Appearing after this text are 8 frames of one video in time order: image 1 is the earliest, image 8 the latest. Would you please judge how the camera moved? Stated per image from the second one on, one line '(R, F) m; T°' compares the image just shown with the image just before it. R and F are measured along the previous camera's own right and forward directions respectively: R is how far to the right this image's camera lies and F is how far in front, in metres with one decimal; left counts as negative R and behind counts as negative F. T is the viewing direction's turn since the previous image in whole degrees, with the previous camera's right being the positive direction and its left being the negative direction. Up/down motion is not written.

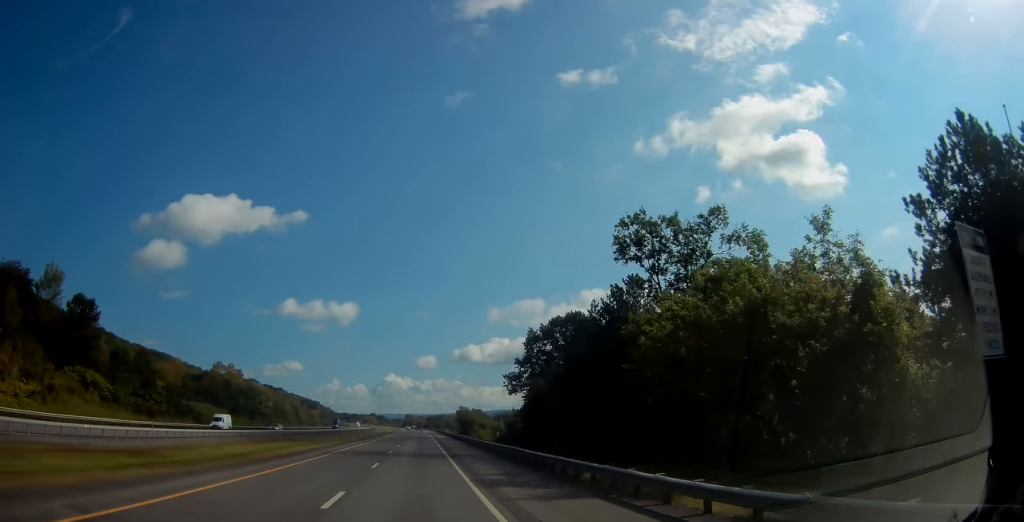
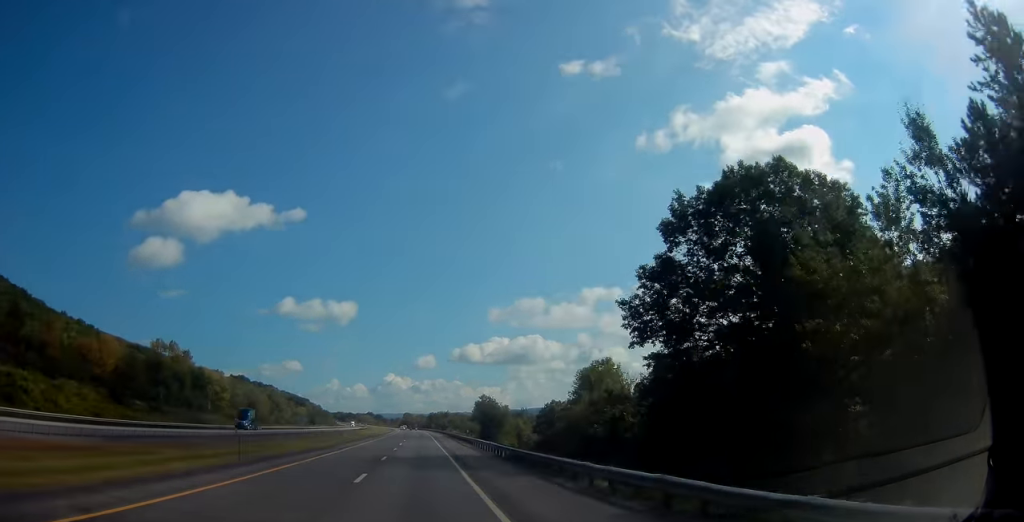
(+0.2, +55.2) m; 0°
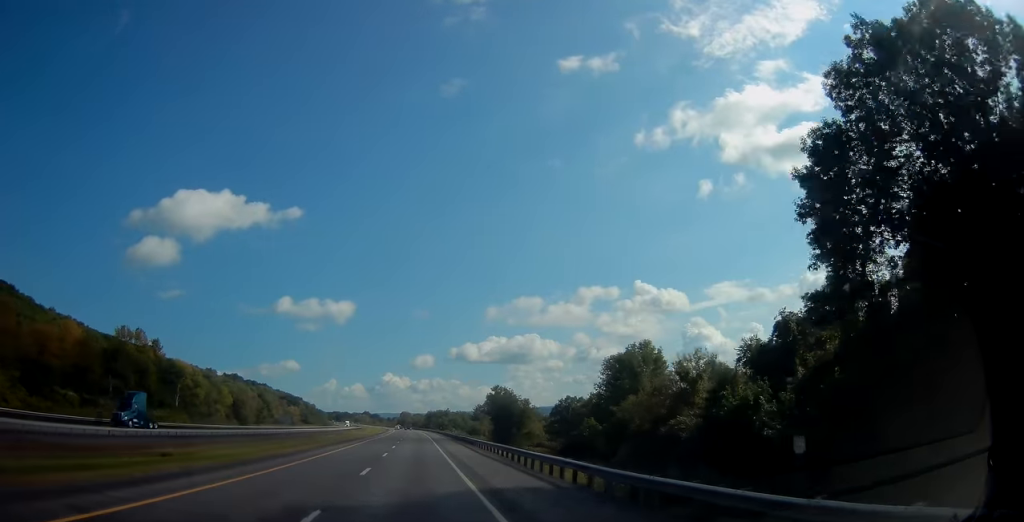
(0.0, +21.3) m; 0°
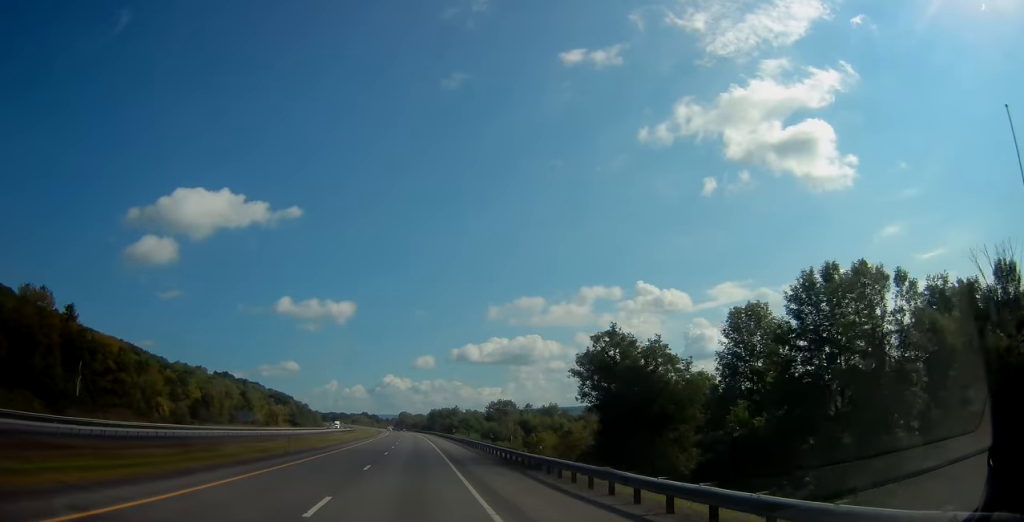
(+0.1, +46.4) m; 0°
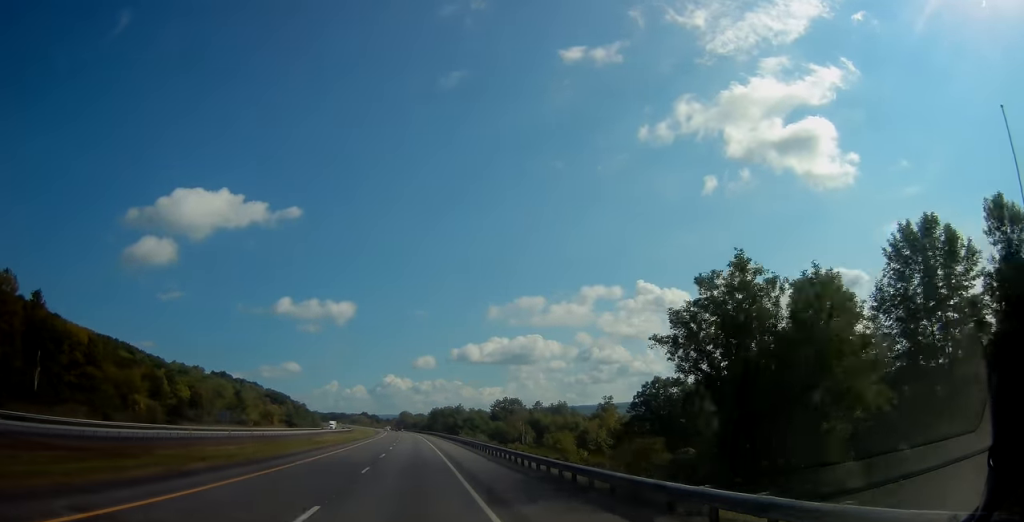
(0.0, +13.5) m; 0°
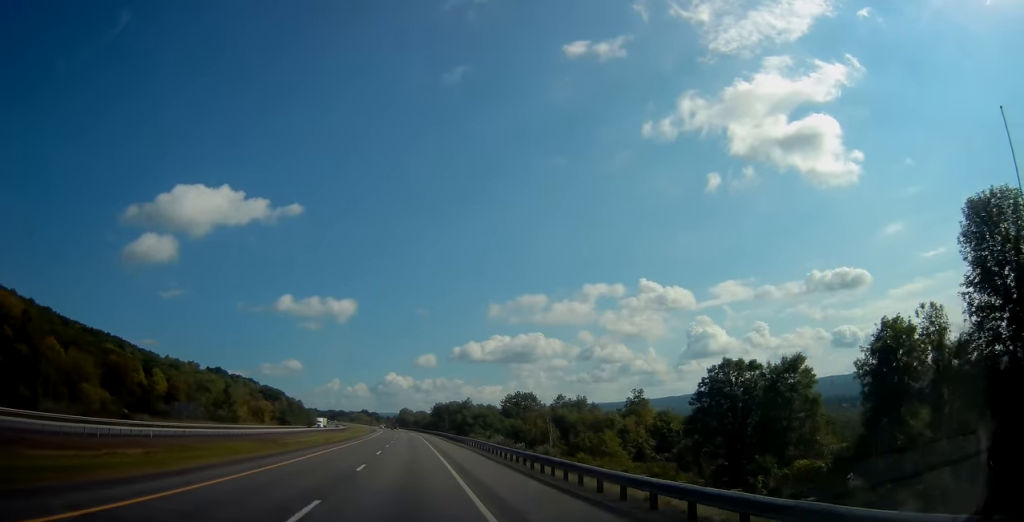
(0.0, +24.1) m; -1°
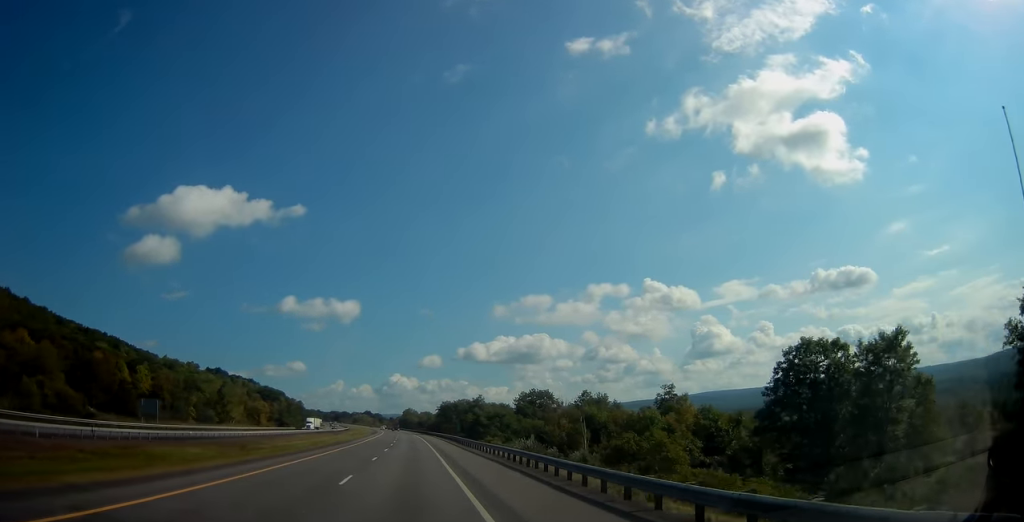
(-0.3, +17.3) m; 0°
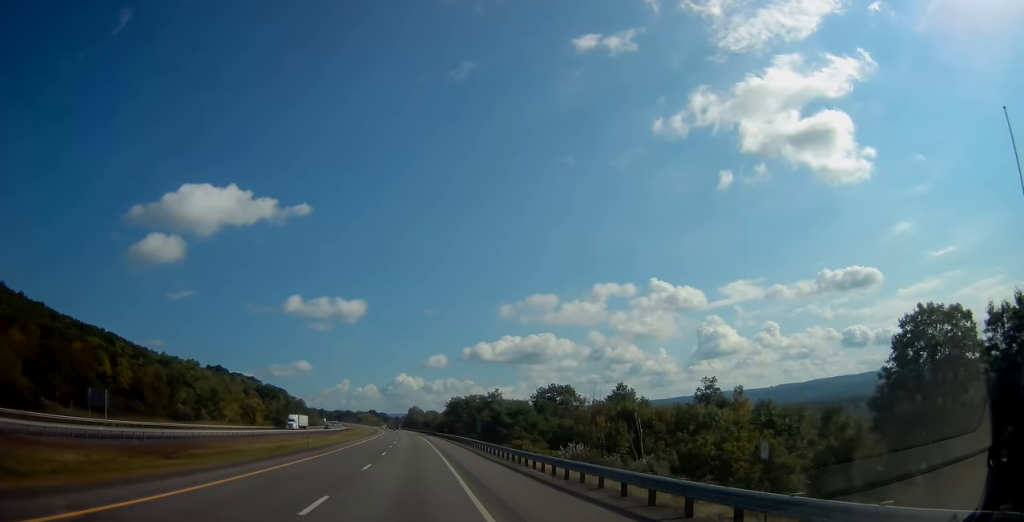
(0.0, +18.3) m; 0°
